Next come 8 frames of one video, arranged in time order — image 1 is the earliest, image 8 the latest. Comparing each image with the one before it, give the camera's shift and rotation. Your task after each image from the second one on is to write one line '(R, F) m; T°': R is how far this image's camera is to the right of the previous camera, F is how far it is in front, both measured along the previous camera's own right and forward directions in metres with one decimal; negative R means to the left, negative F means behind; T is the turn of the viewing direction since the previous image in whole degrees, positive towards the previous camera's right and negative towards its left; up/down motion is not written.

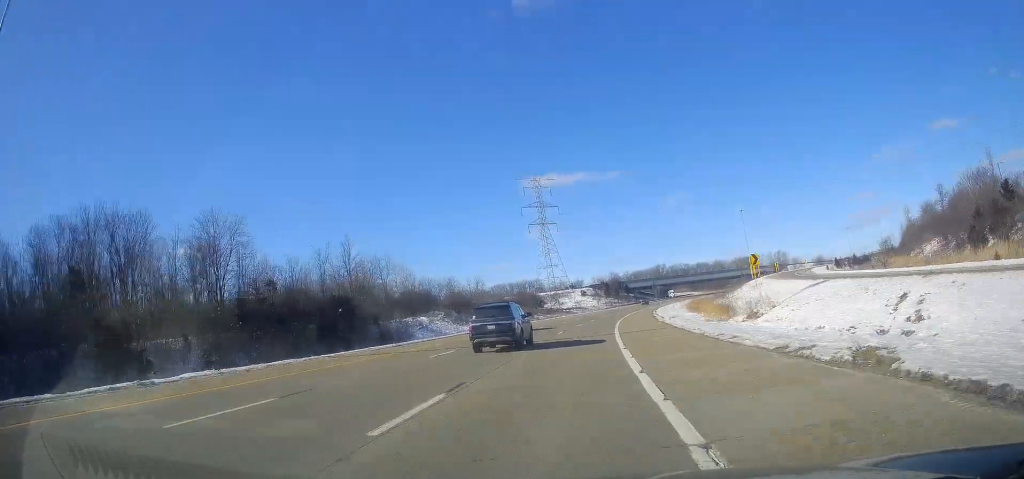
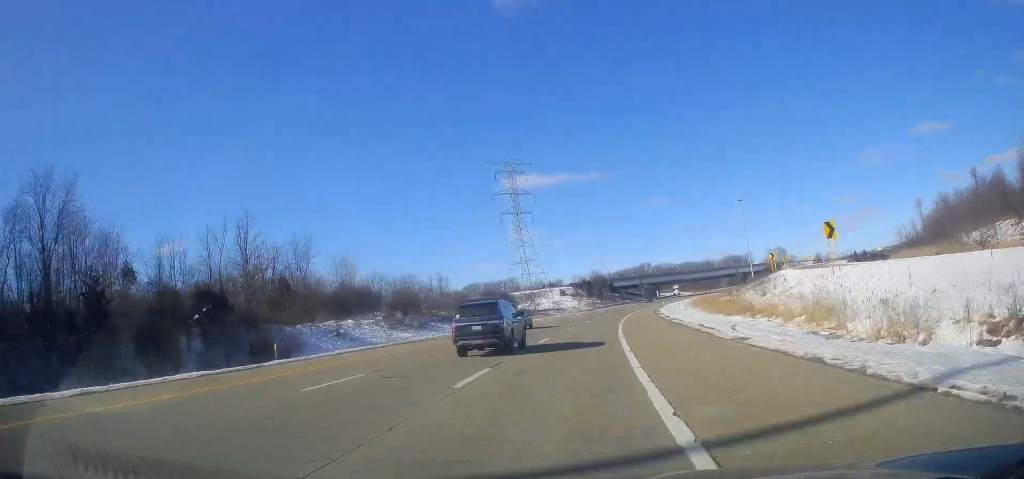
(+0.5, +25.3) m; +2°
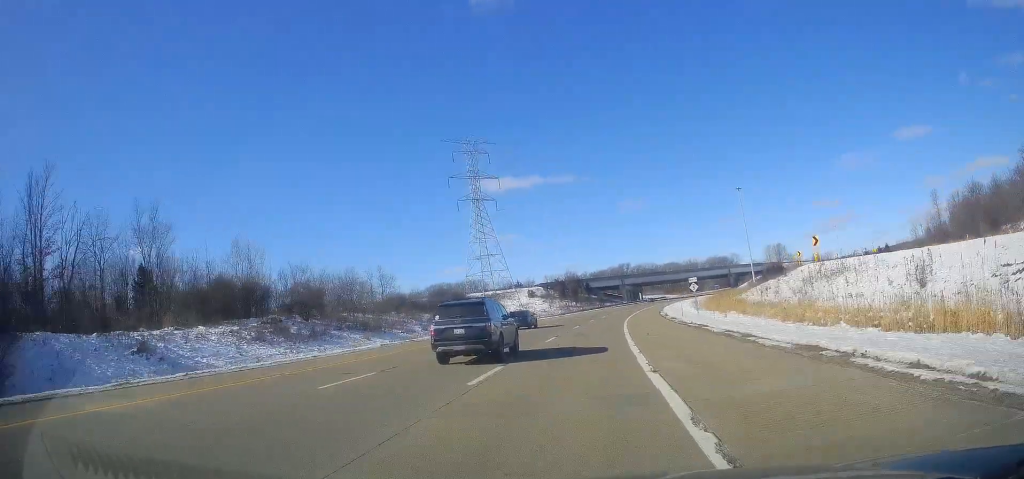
(+0.6, +29.4) m; +2°
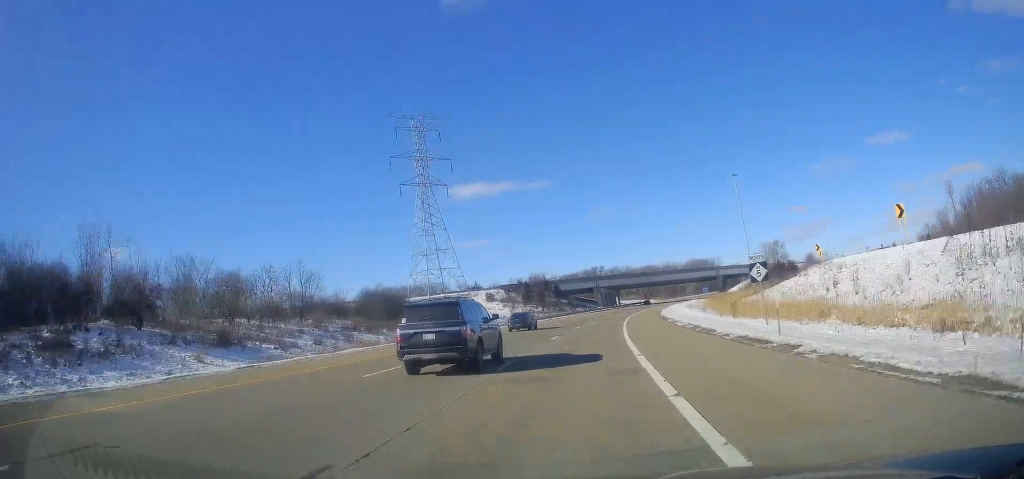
(+0.4, +27.3) m; +2°
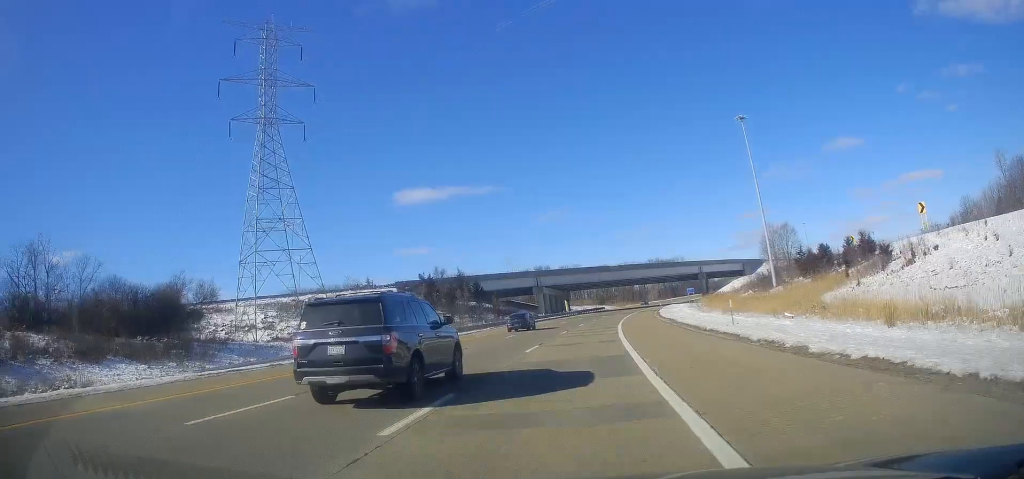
(+3.0, +52.6) m; +6°
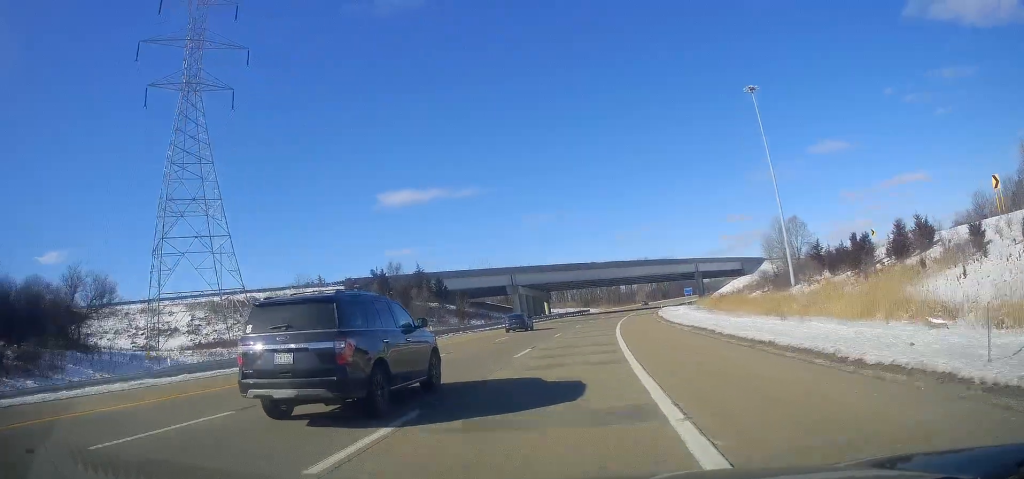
(0.0, +16.9) m; +1°
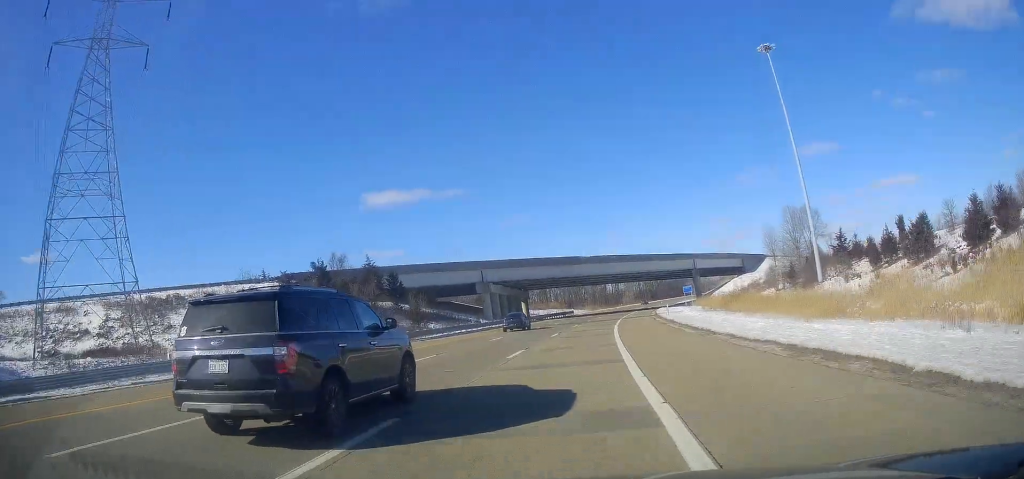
(-0.1, +15.9) m; +1°
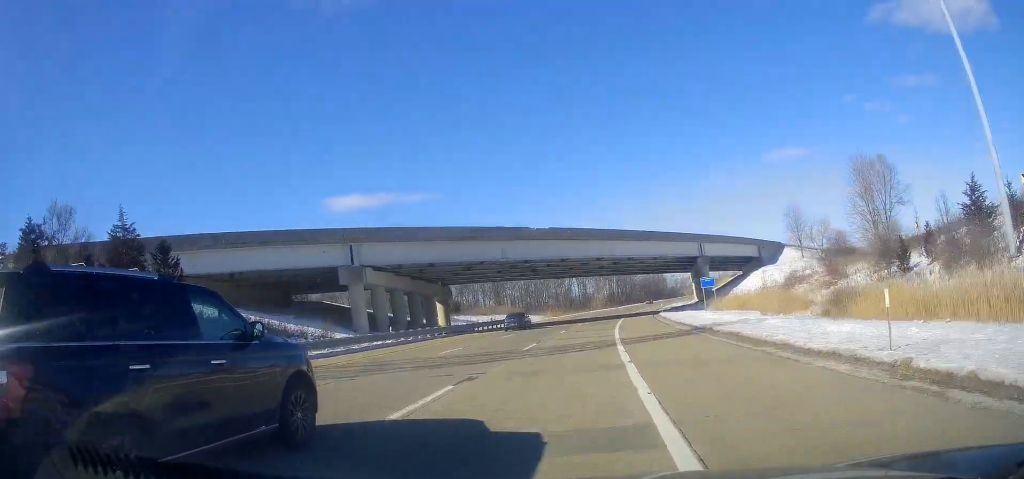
(+2.2, +41.6) m; +4°
